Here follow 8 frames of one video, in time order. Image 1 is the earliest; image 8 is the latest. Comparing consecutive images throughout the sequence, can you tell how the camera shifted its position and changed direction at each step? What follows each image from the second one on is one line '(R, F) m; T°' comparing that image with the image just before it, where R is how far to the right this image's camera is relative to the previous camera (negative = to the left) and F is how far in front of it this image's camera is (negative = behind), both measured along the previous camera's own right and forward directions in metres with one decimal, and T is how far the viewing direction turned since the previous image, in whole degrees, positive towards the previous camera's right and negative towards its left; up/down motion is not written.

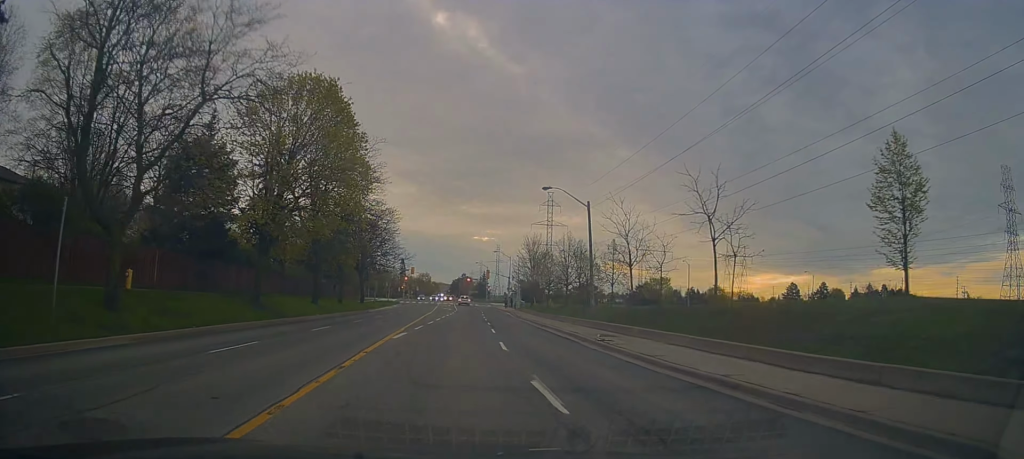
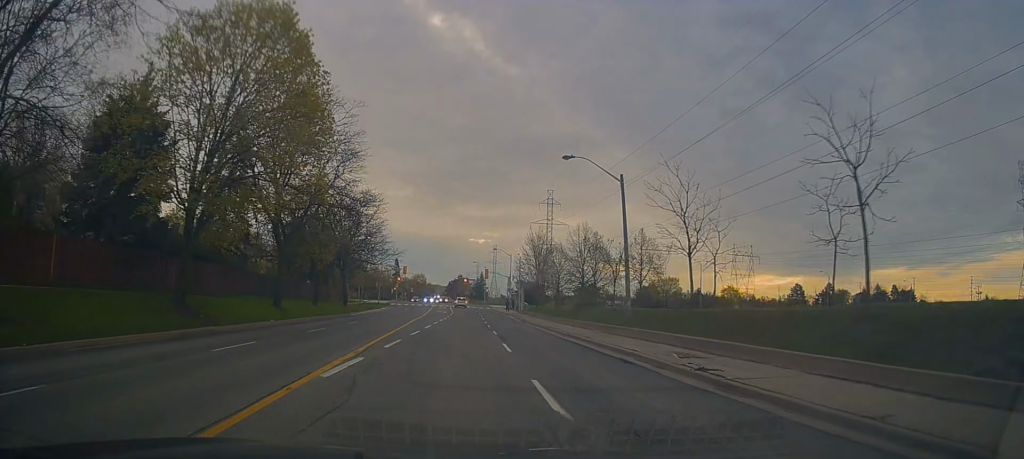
(-0.1, +8.5) m; 0°
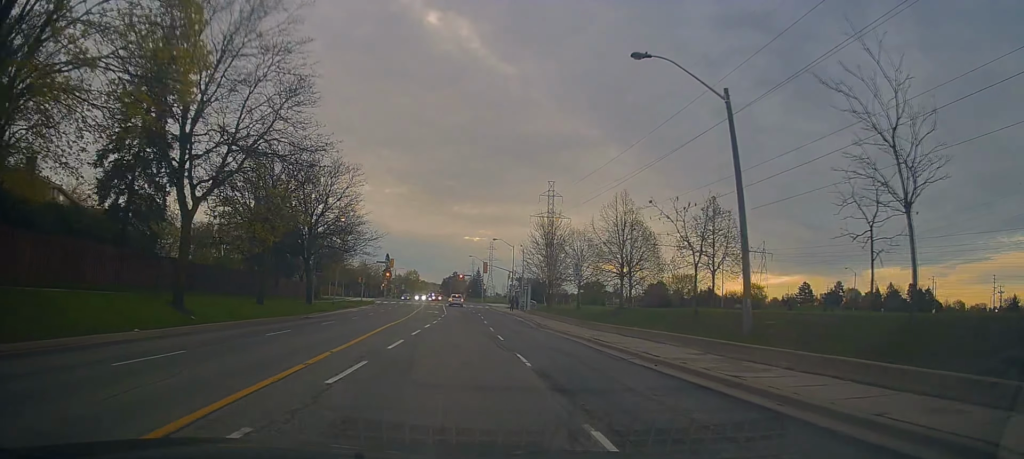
(0.0, +12.7) m; 0°
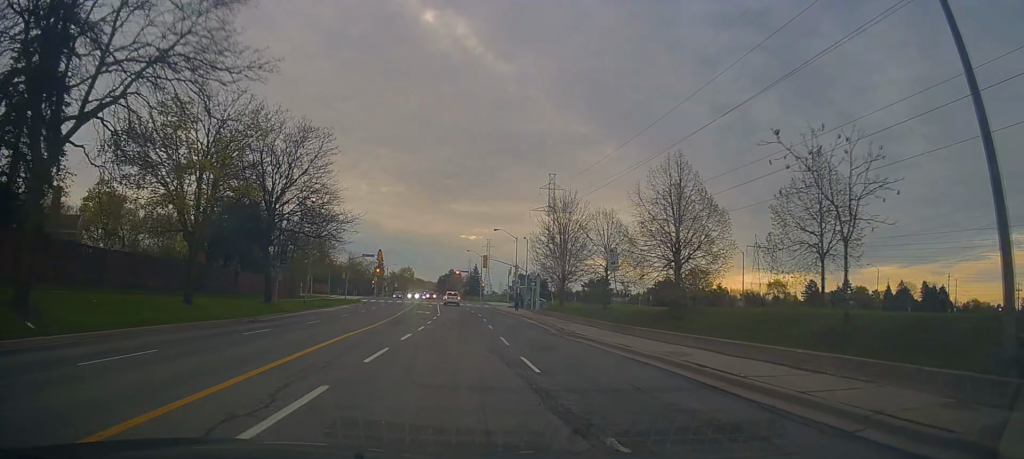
(+0.1, +10.3) m; 0°
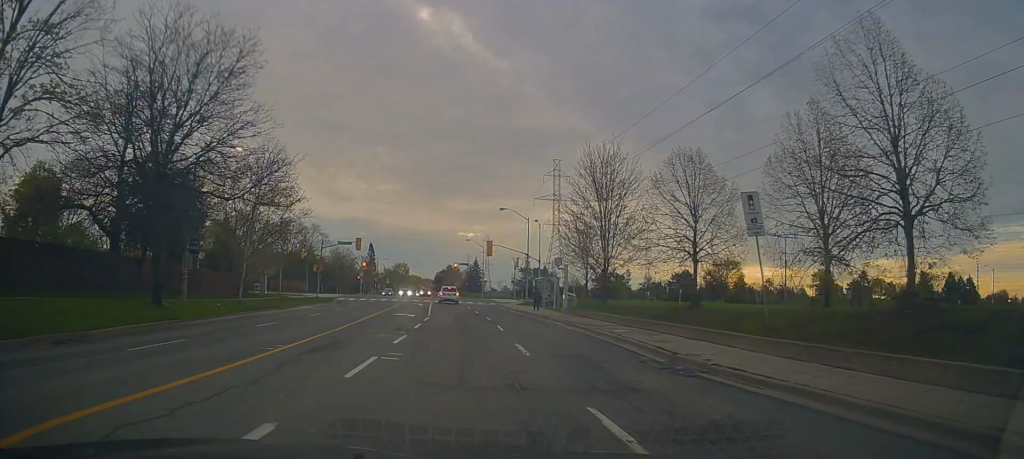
(+0.1, +15.3) m; +1°
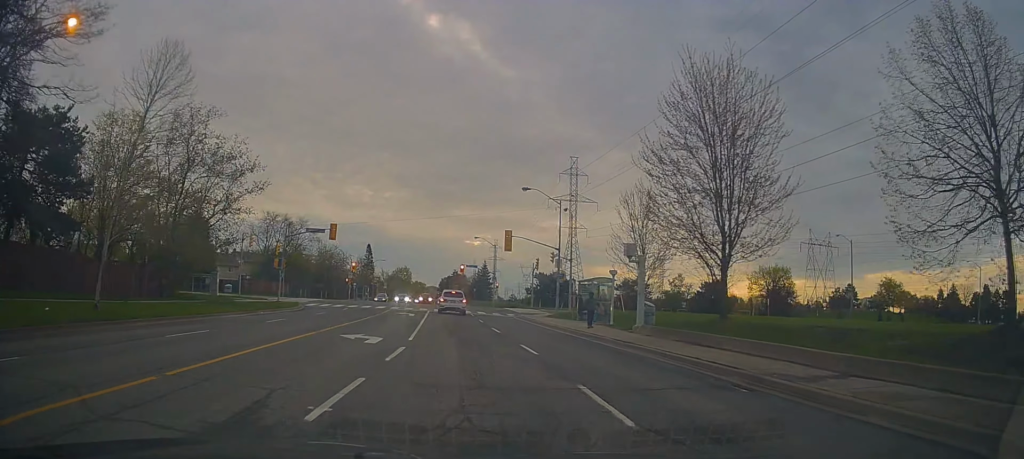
(+0.2, +16.3) m; +2°
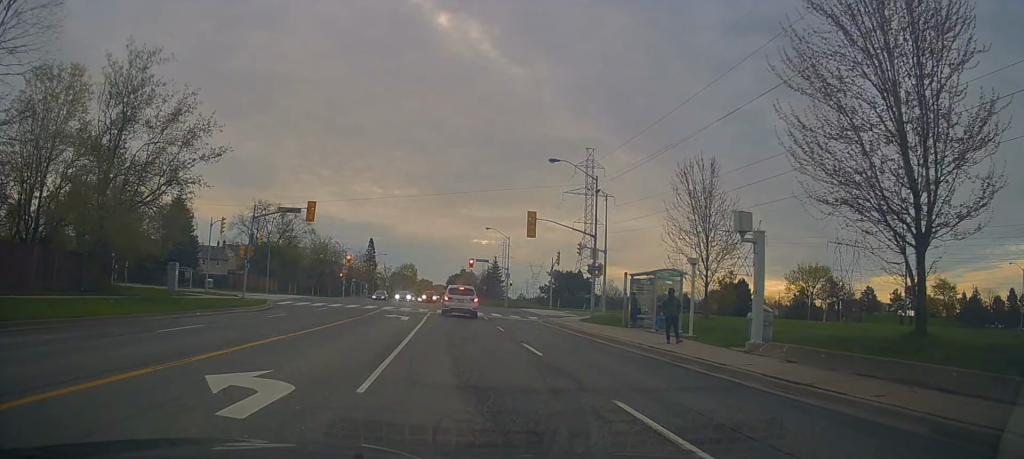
(+0.2, +11.4) m; -1°
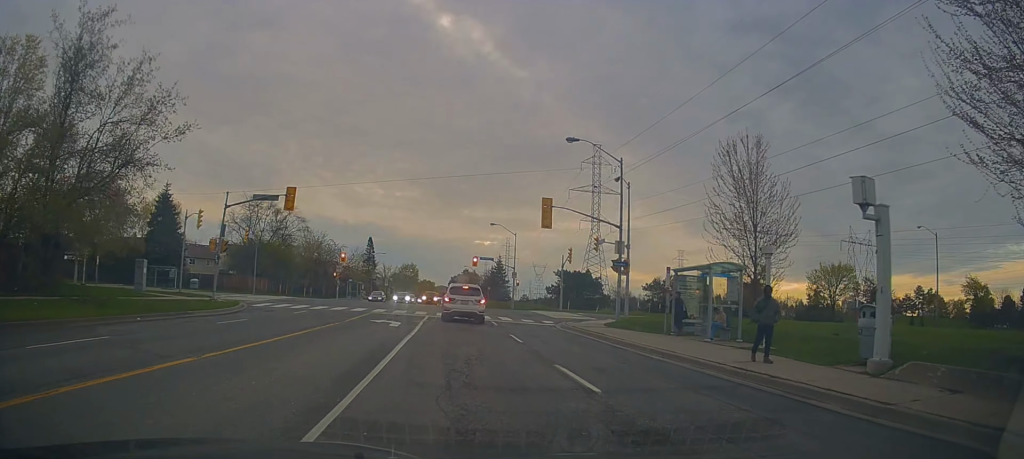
(-0.2, +5.8) m; -2°
